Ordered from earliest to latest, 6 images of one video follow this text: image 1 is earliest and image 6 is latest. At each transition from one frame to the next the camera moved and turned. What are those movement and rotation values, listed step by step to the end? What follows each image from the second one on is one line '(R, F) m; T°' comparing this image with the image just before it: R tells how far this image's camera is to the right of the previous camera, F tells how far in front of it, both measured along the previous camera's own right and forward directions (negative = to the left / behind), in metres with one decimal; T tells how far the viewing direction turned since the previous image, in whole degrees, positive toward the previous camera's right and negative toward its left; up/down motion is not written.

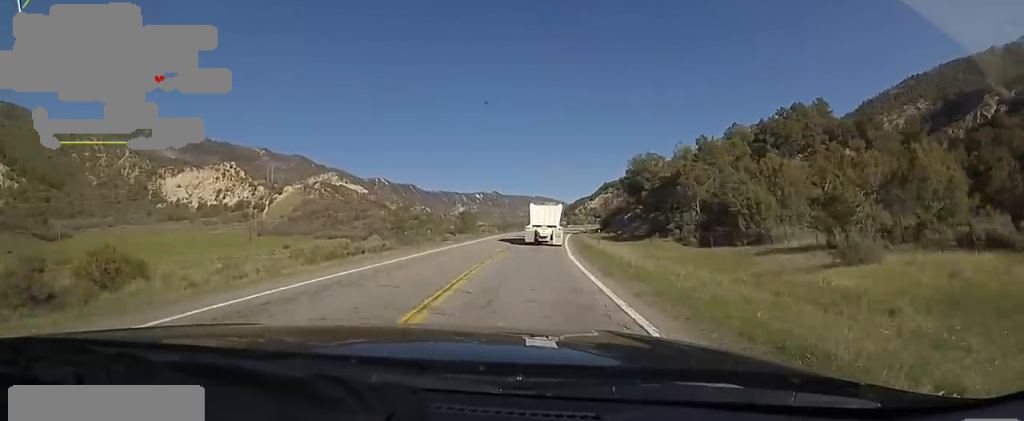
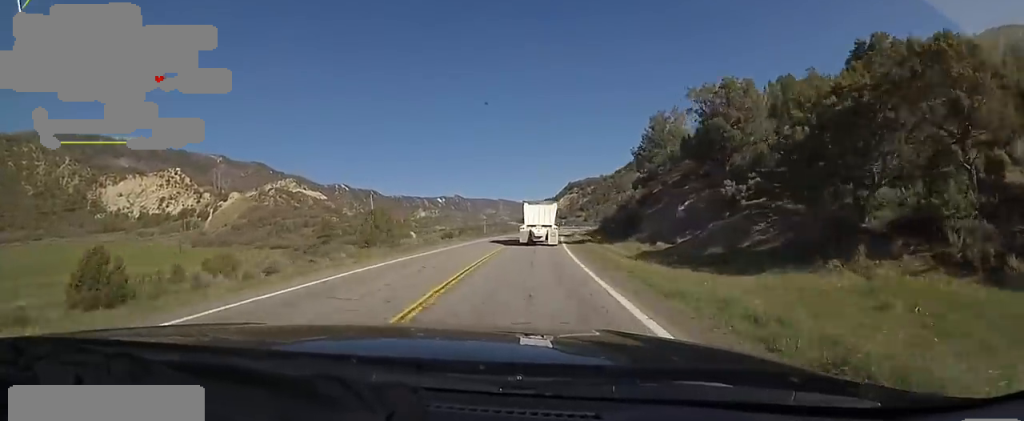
(+2.7, +32.5) m; +6°
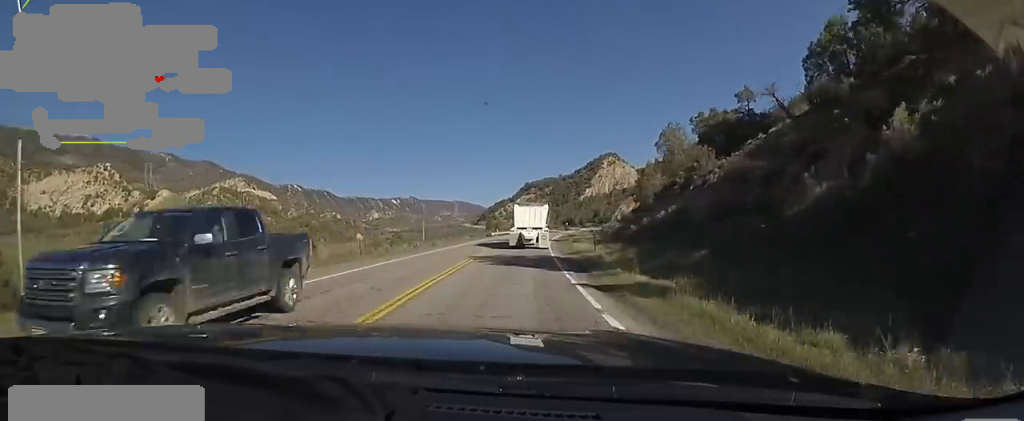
(+1.9, +40.6) m; +4°
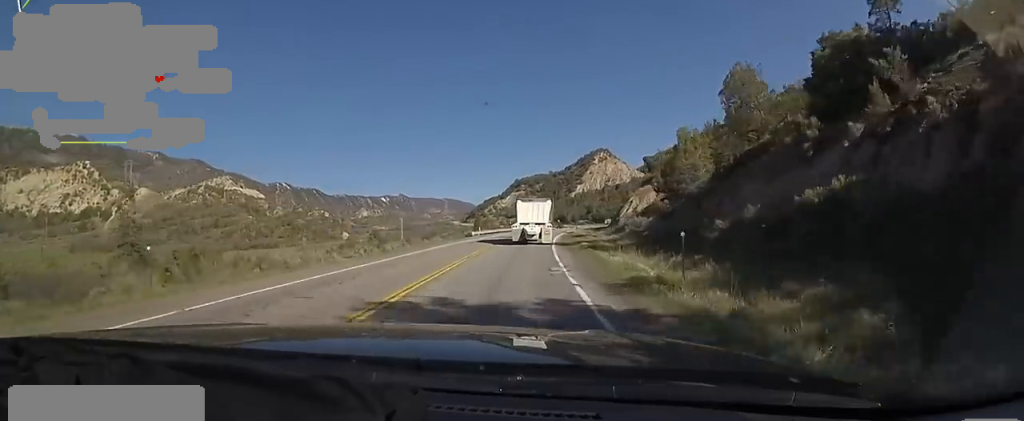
(-0.7, +14.5) m; +2°
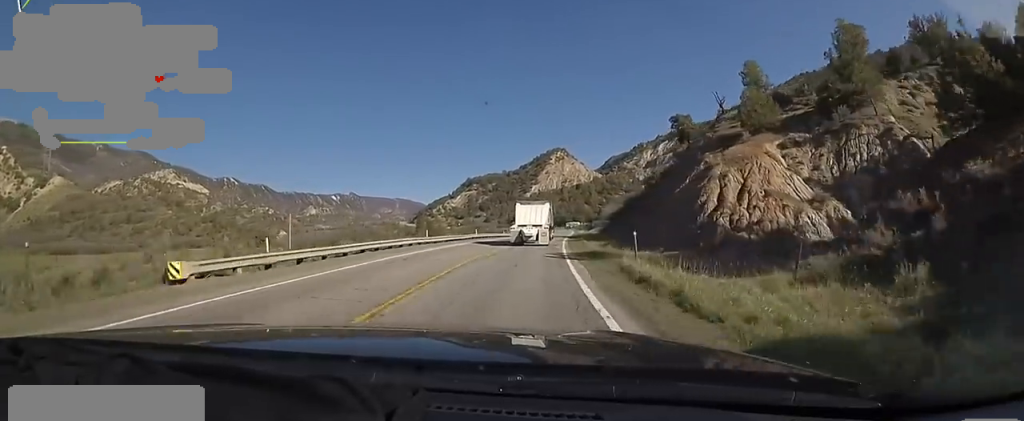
(+1.9, +40.7) m; +5°
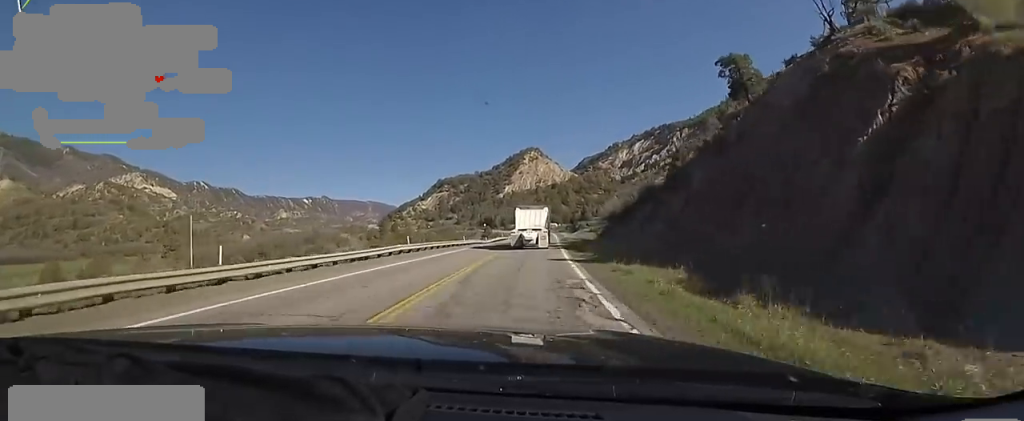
(+1.2, +21.5) m; +5°
